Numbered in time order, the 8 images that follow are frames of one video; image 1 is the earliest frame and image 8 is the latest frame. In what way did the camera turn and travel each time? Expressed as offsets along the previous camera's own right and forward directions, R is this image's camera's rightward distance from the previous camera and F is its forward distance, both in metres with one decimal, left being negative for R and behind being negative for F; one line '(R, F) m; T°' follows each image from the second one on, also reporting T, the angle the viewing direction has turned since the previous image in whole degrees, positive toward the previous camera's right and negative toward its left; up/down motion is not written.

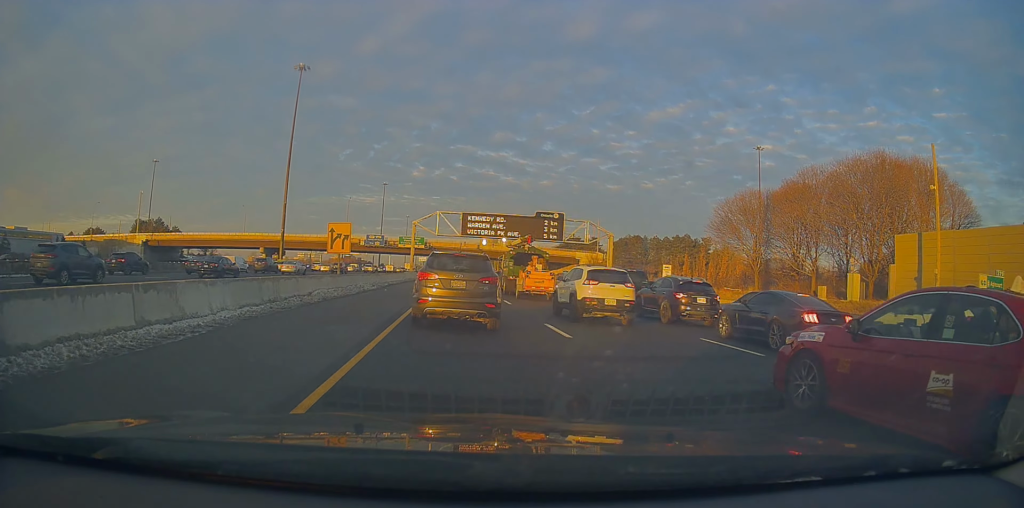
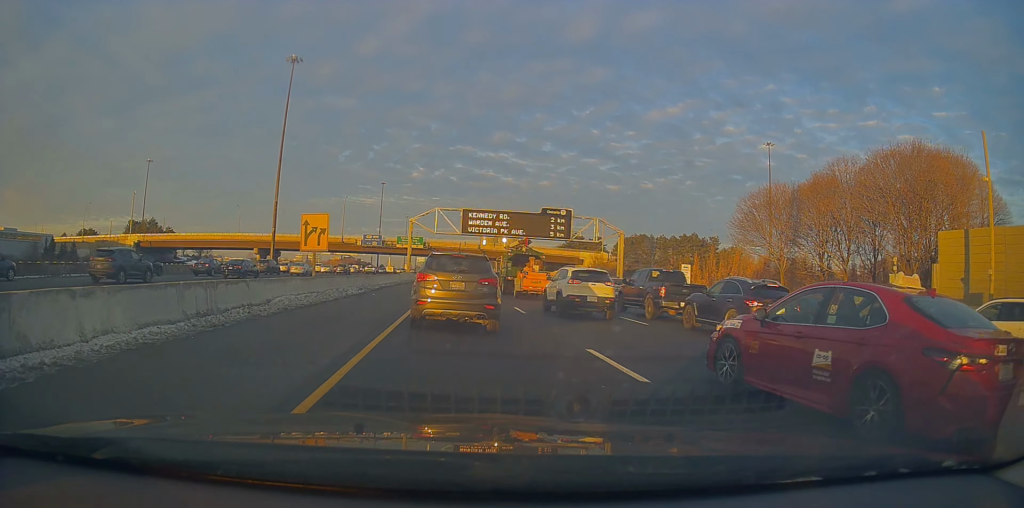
(+0.7, +5.0) m; +2°
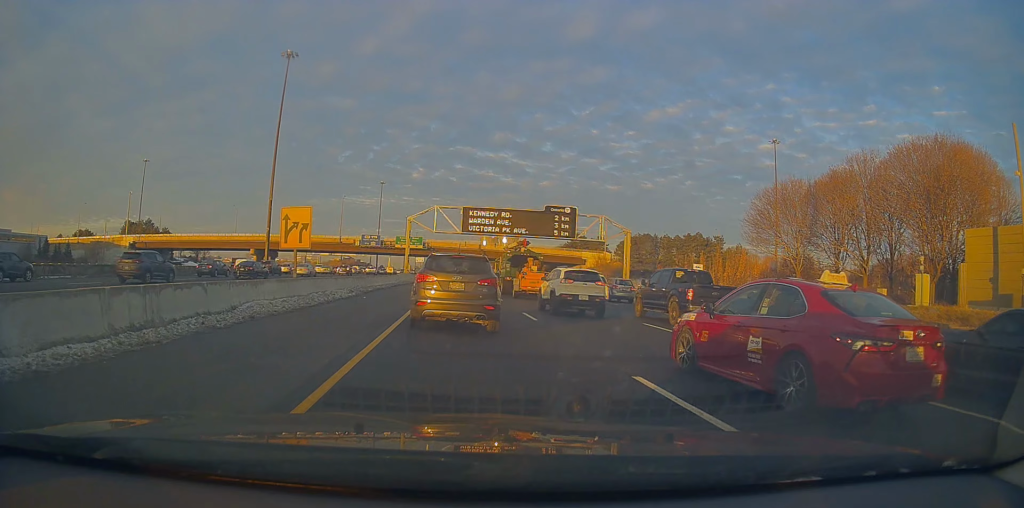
(+0.4, +2.8) m; 0°
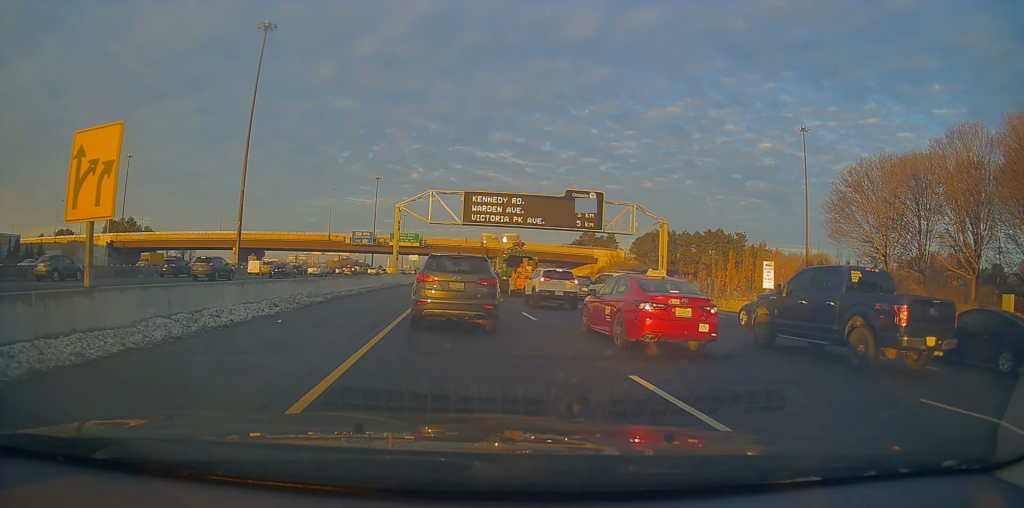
(-1.7, +12.3) m; -1°
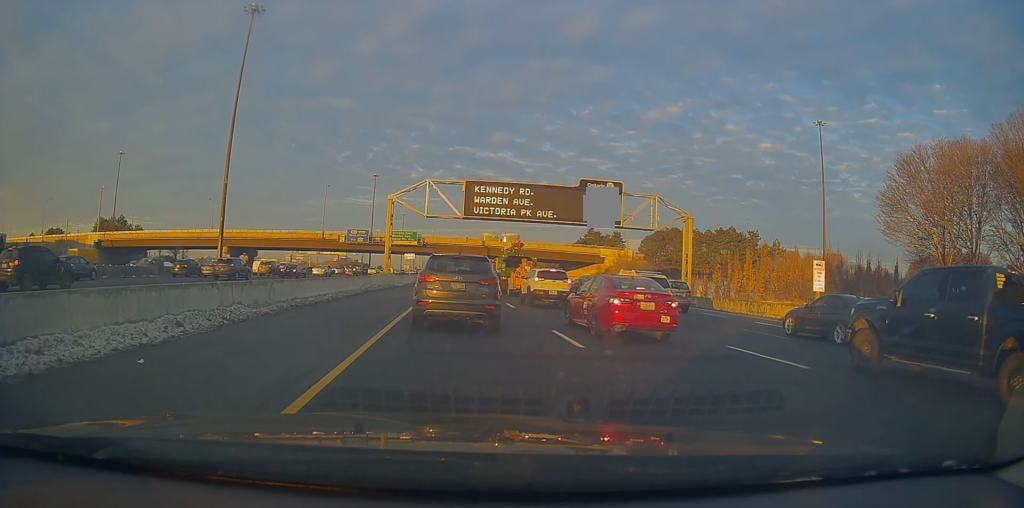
(+0.7, +6.0) m; +1°
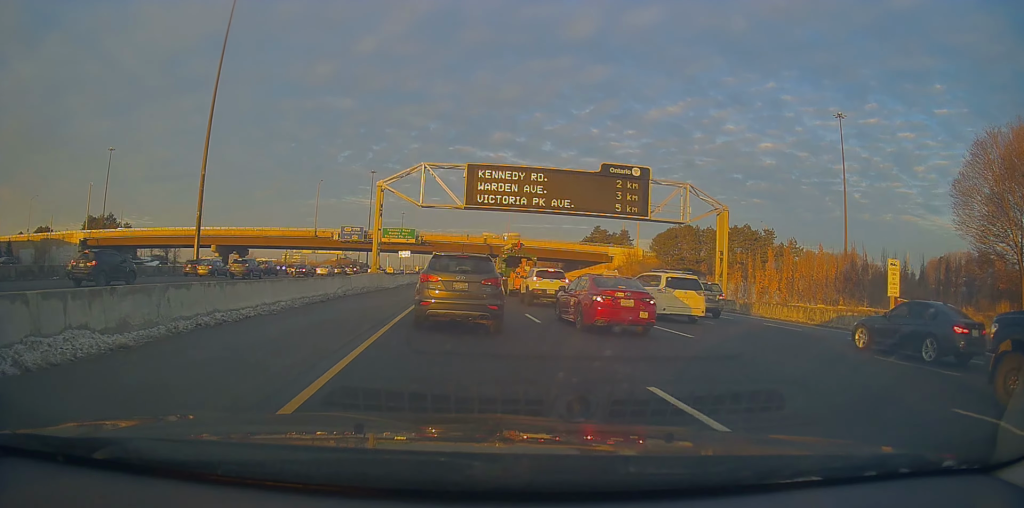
(-0.5, +6.9) m; -5°
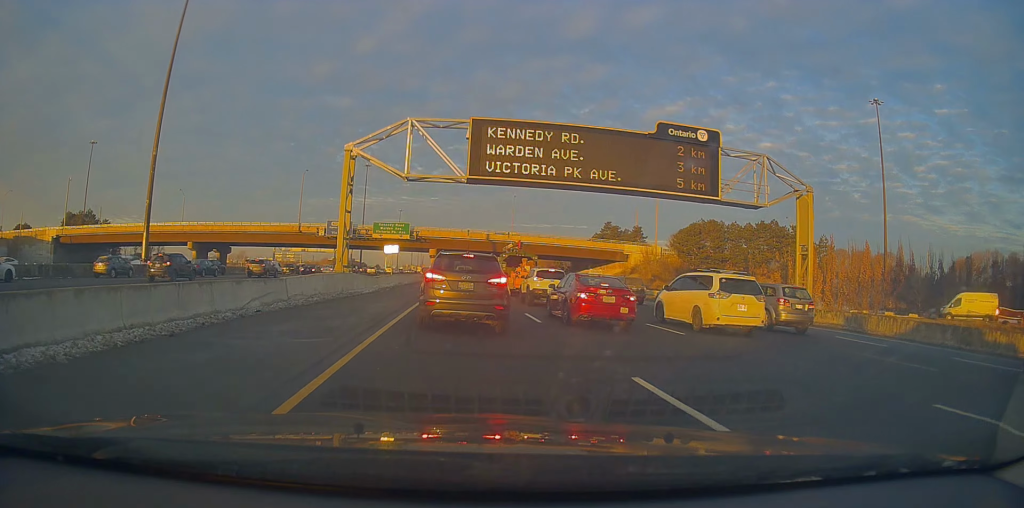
(0.0, +12.0) m; 0°
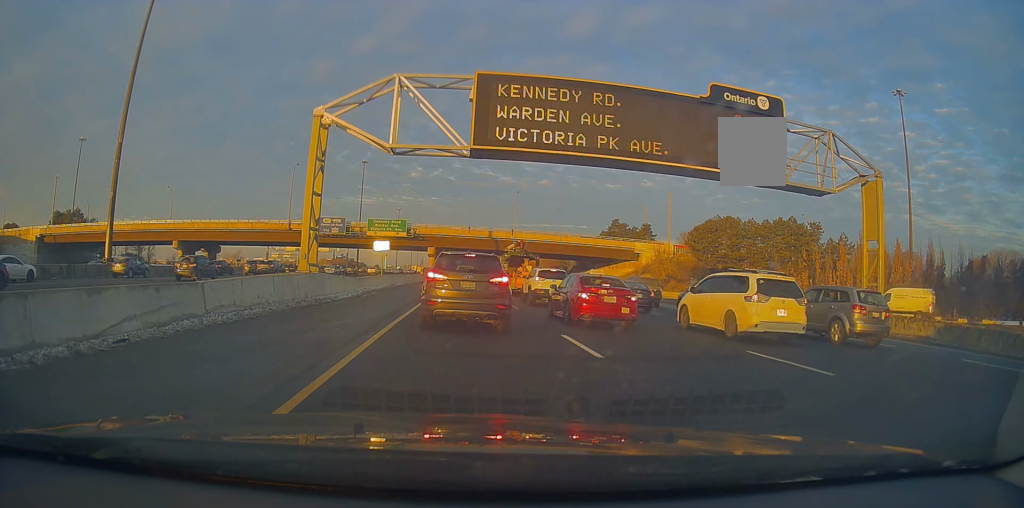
(-0.1, +6.8) m; -2°
